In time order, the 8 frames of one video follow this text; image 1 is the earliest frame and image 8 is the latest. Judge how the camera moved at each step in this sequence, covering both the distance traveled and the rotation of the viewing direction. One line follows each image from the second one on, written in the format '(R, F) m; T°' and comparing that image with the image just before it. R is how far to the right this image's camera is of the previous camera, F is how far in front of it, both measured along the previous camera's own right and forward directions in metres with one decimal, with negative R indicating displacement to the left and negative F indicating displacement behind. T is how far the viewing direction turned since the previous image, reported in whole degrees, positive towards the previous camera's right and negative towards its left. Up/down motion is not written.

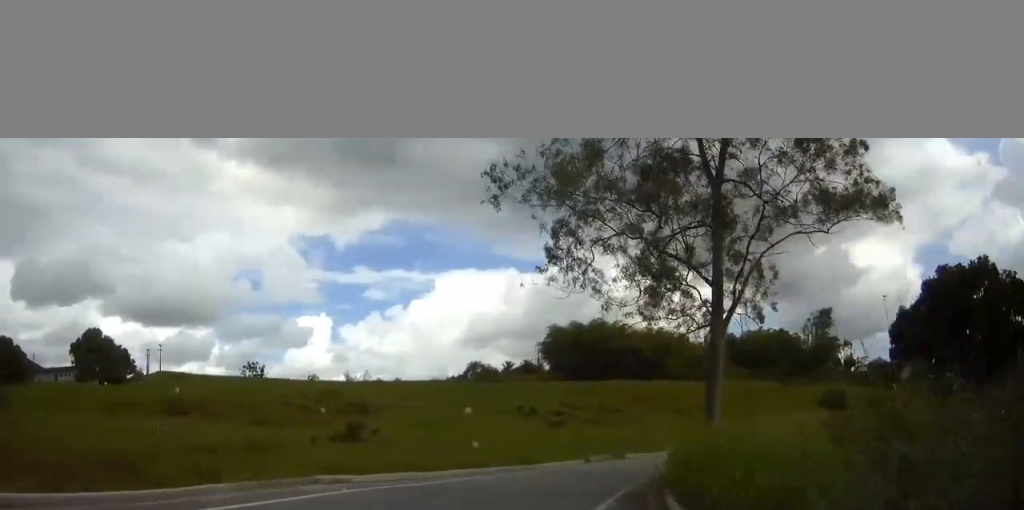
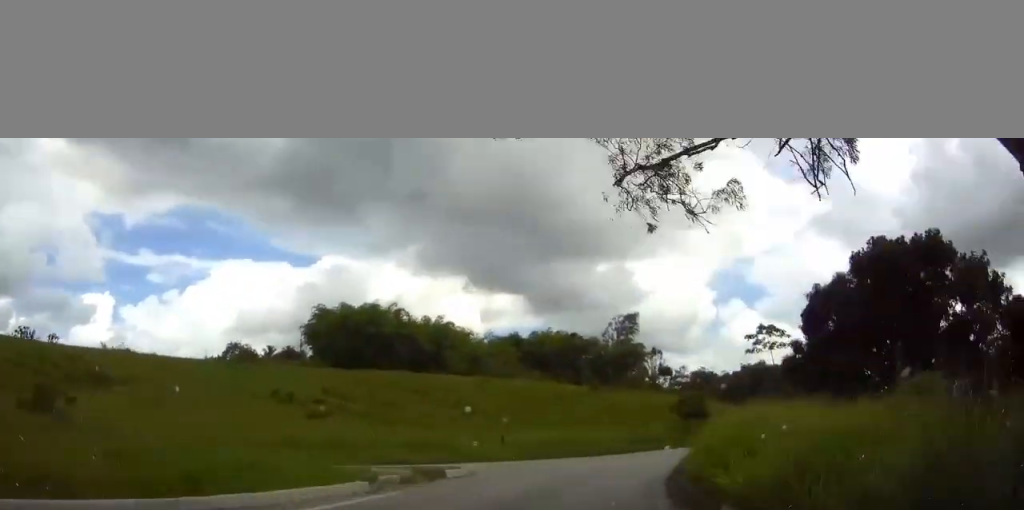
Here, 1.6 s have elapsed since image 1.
(+3.4, +18.3) m; +20°
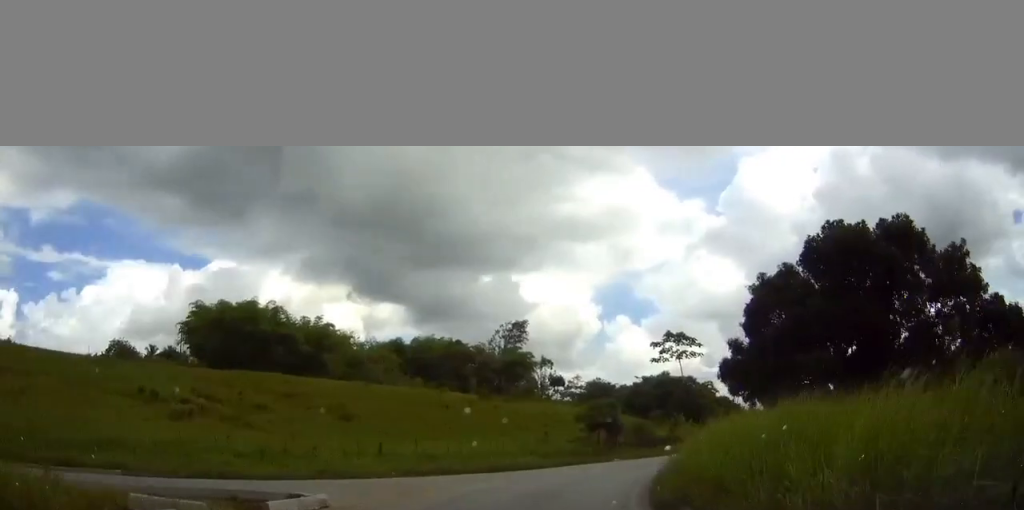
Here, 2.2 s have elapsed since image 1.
(+0.6, +7.9) m; +10°
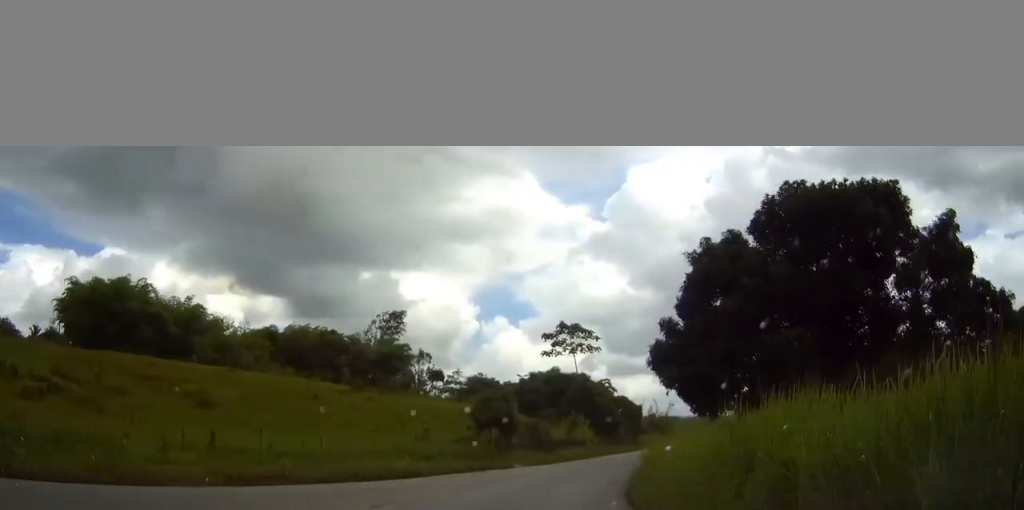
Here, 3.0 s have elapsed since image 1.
(+0.6, +8.7) m; +11°
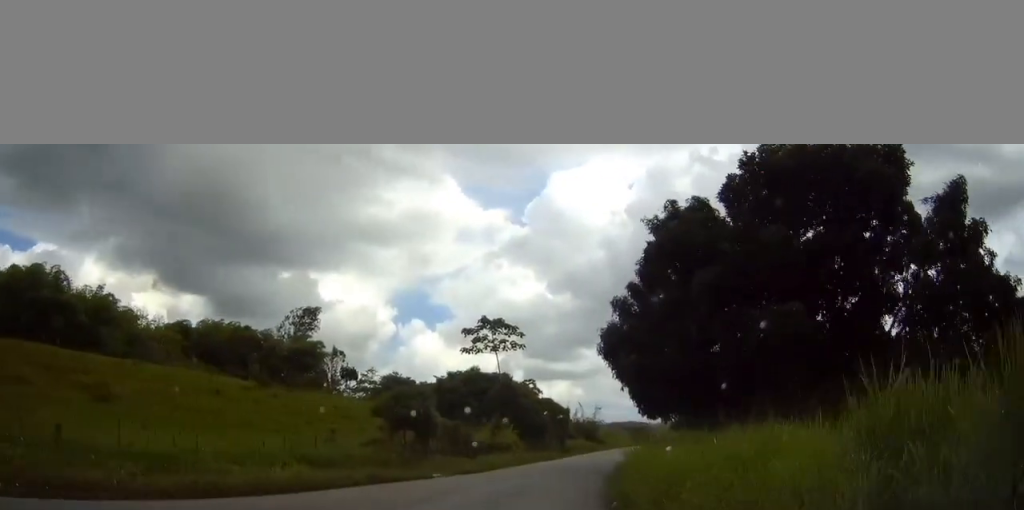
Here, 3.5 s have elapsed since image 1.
(+0.8, +6.1) m; +7°
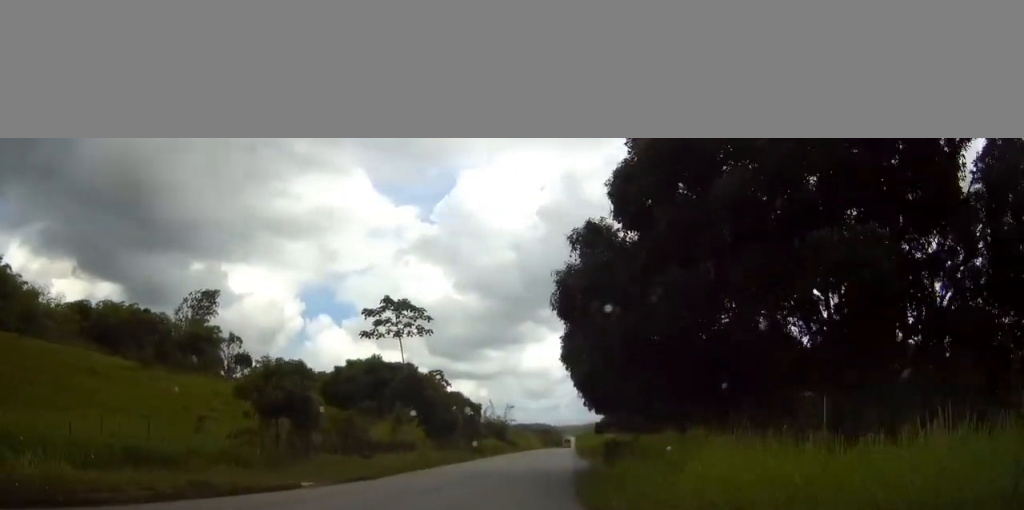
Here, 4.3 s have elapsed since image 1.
(+0.8, +9.1) m; +9°
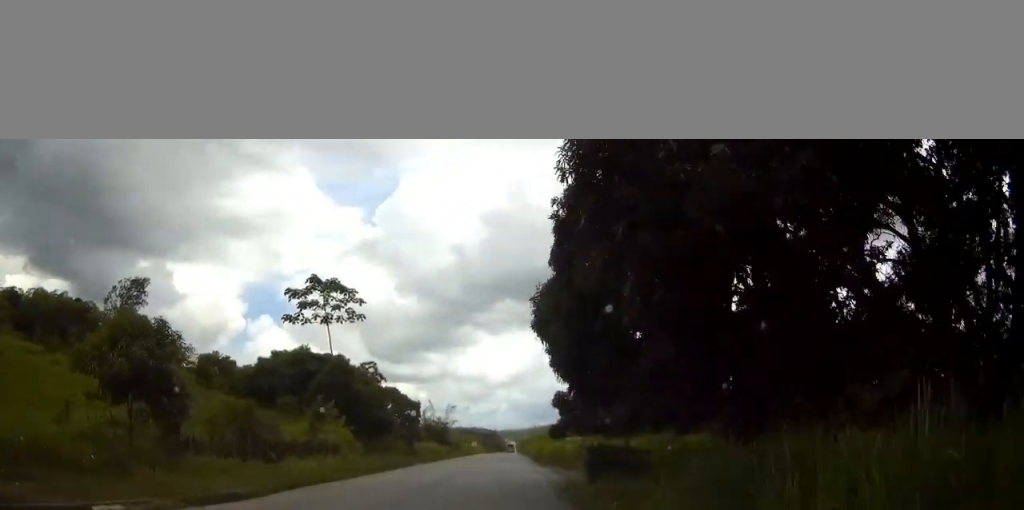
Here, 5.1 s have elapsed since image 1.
(+0.5, +9.1) m; +6°
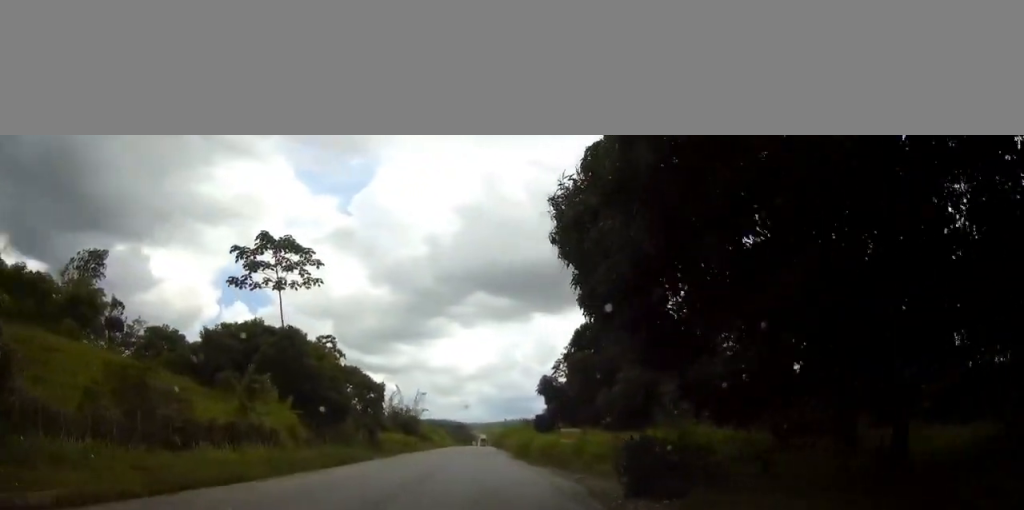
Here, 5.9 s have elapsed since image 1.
(+0.4, +8.7) m; +3°
